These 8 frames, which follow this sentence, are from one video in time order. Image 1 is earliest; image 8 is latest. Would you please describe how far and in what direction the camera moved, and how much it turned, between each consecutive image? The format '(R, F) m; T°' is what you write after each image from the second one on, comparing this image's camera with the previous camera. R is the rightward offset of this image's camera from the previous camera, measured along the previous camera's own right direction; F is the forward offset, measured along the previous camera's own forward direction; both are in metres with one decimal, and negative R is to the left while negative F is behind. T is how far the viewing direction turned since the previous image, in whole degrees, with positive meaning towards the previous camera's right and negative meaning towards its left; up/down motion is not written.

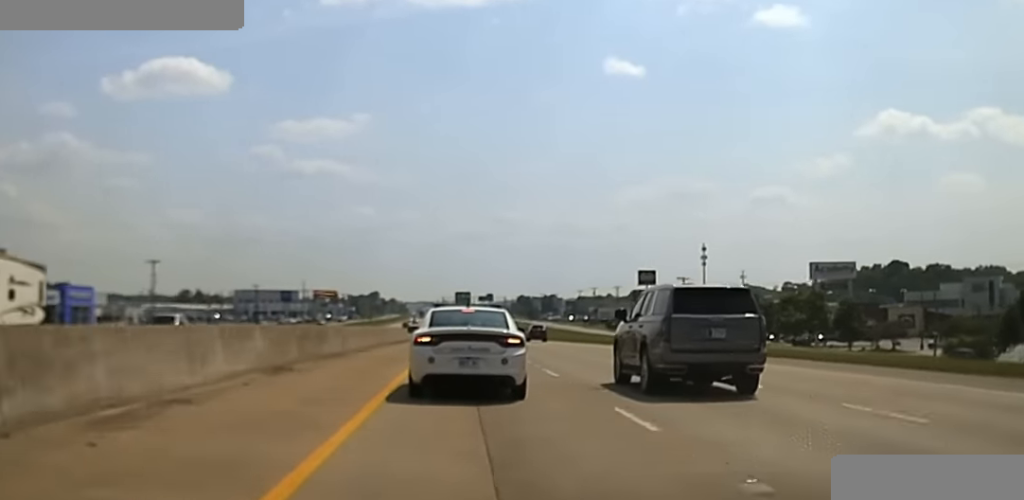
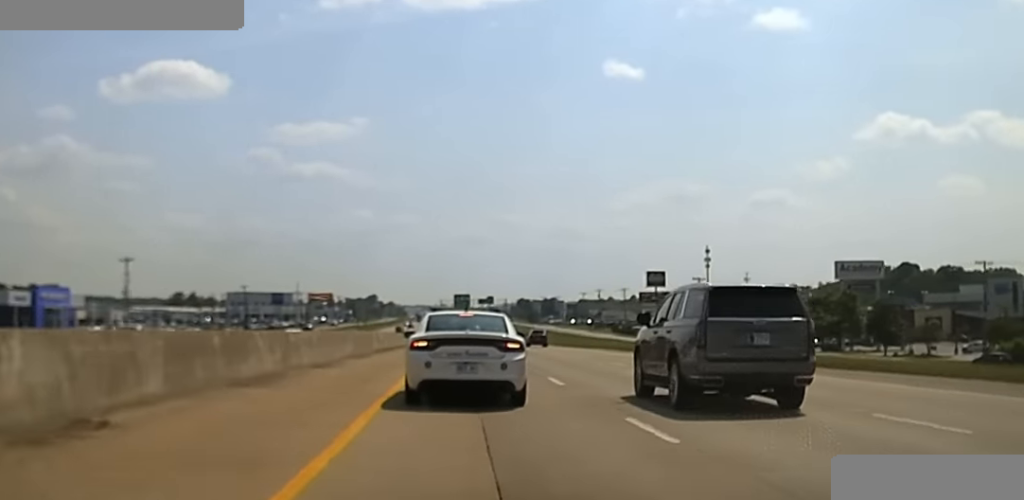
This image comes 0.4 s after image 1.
(+0.1, +11.6) m; 0°
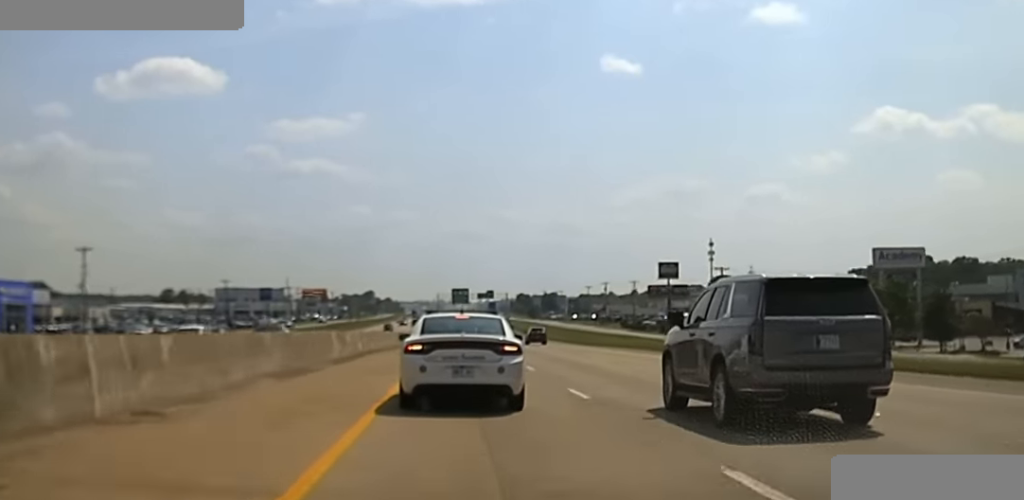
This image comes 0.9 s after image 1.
(+0.1, +14.7) m; 0°
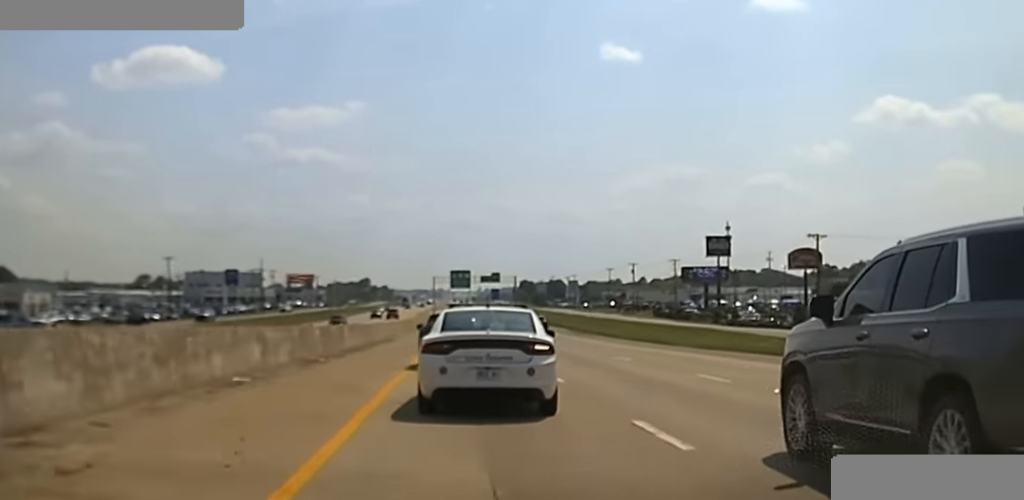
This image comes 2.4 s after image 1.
(+0.1, +40.8) m; 0°
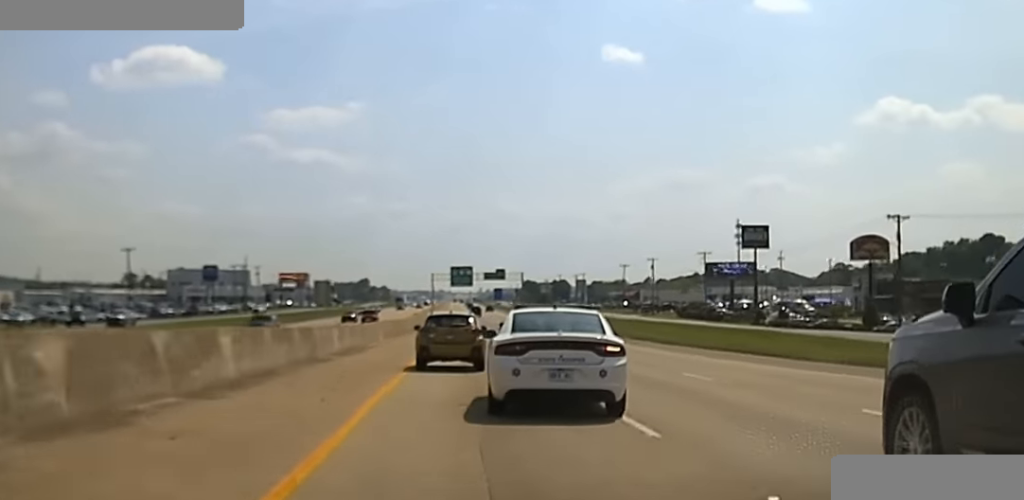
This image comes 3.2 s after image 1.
(0.0, +25.7) m; 0°
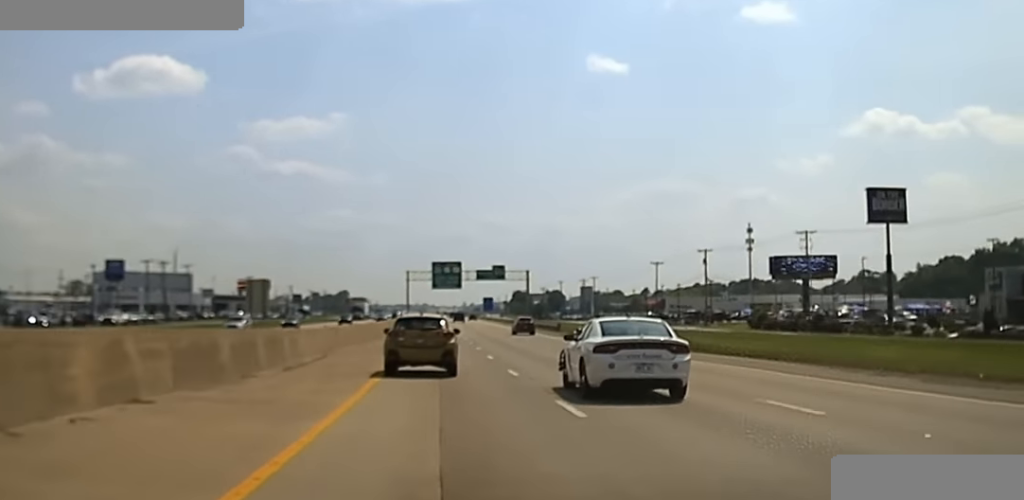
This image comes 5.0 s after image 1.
(+0.1, +56.6) m; +1°
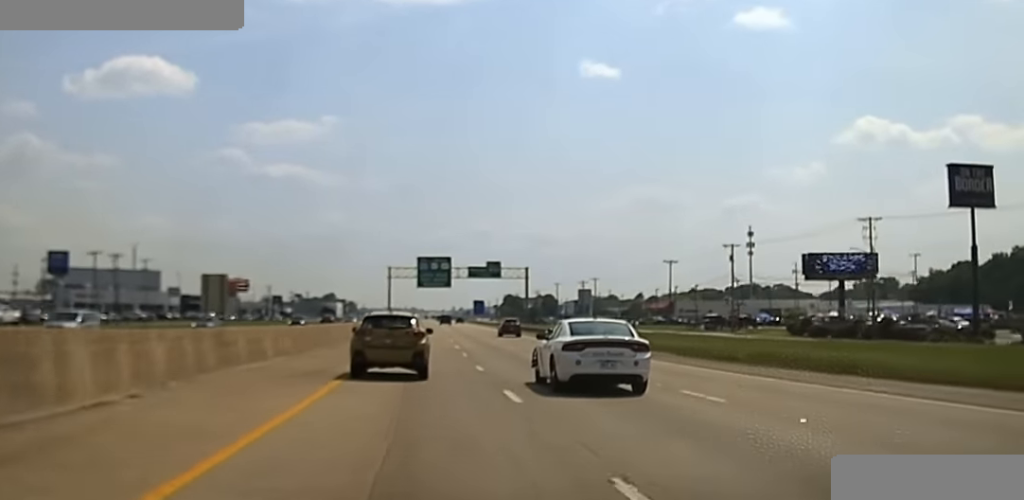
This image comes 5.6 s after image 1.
(+0.1, +17.2) m; 0°
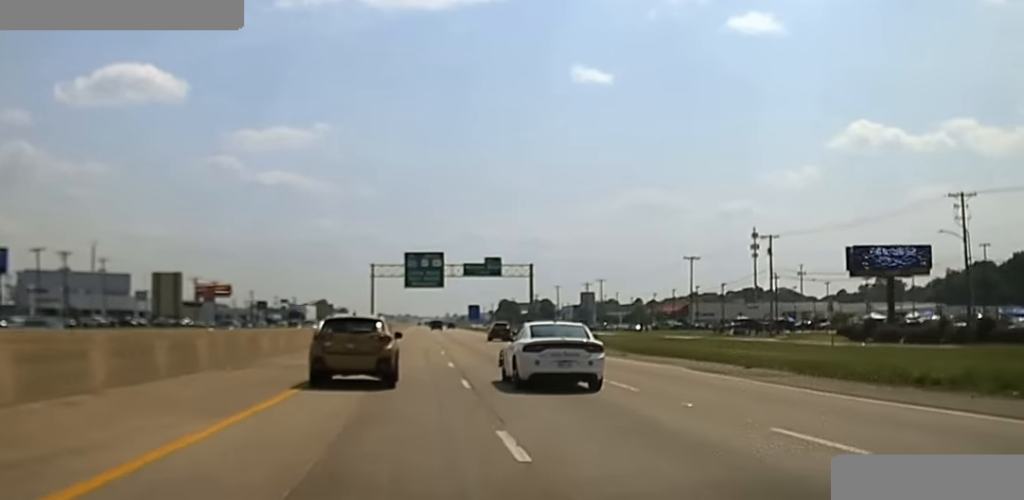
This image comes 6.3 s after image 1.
(+0.1, +21.1) m; 0°
